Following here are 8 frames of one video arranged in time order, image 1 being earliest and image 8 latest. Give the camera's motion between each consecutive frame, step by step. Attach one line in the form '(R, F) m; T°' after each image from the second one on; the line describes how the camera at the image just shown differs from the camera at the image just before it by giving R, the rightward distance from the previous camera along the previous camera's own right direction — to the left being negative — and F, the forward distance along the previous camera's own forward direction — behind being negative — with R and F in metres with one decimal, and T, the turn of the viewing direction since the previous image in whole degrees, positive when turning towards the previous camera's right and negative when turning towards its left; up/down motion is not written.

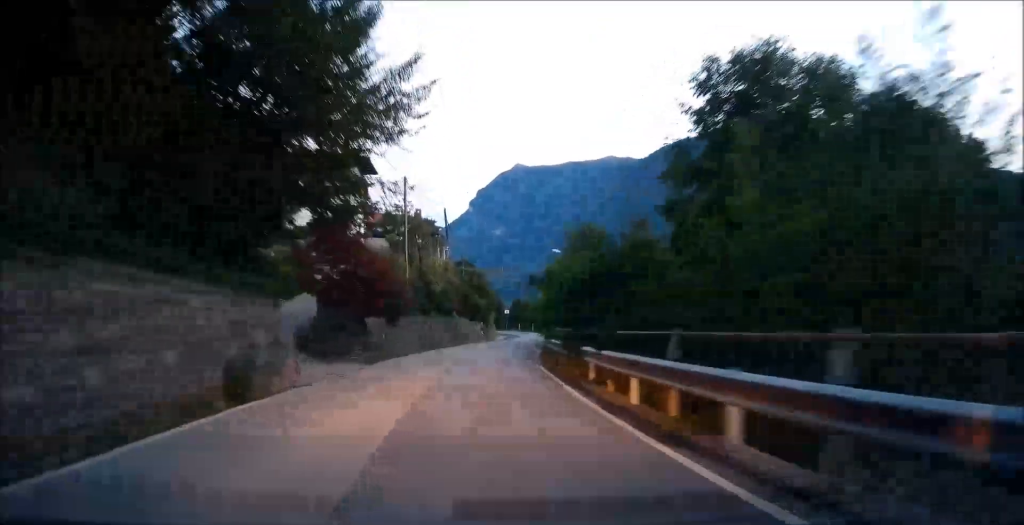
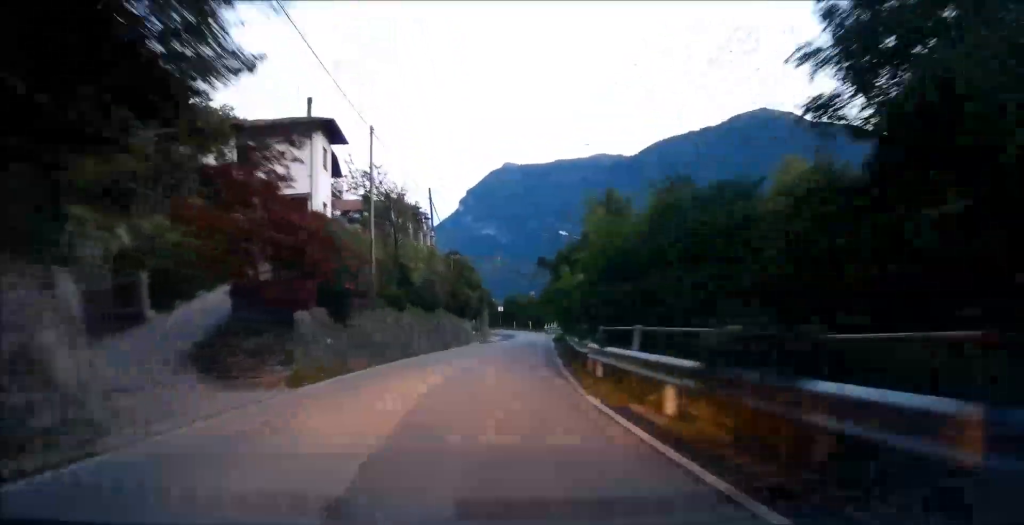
(-0.1, +9.8) m; +4°
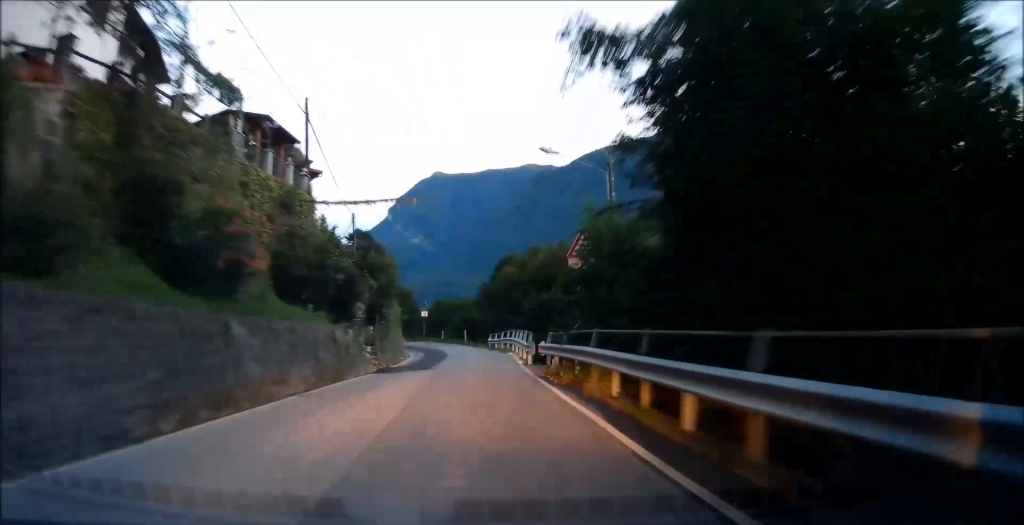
(+1.7, +23.8) m; +3°
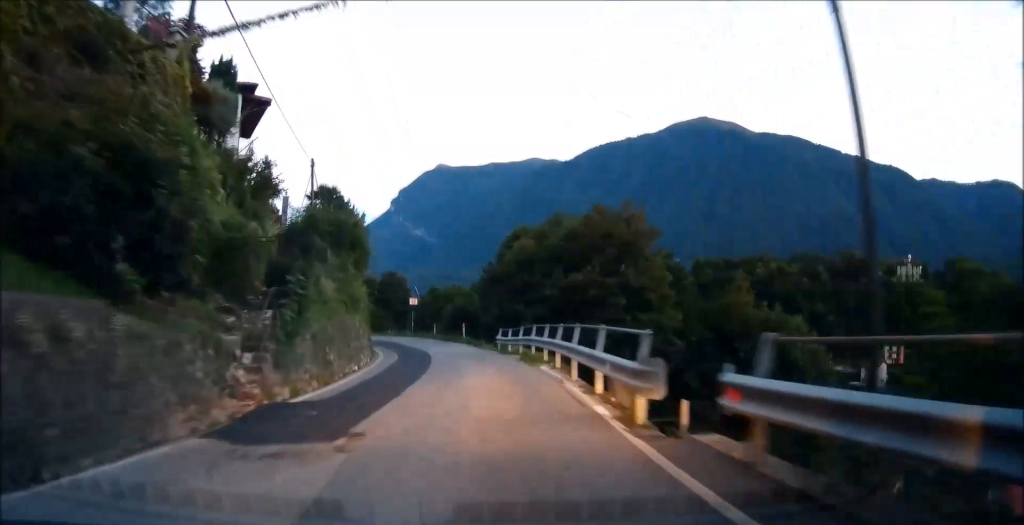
(-0.5, +16.1) m; 0°
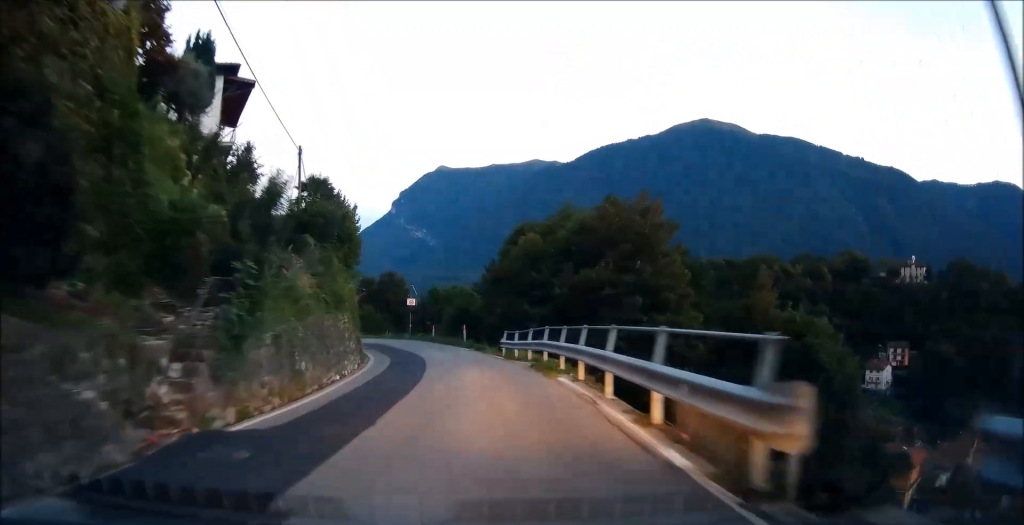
(+0.2, +3.8) m; +1°
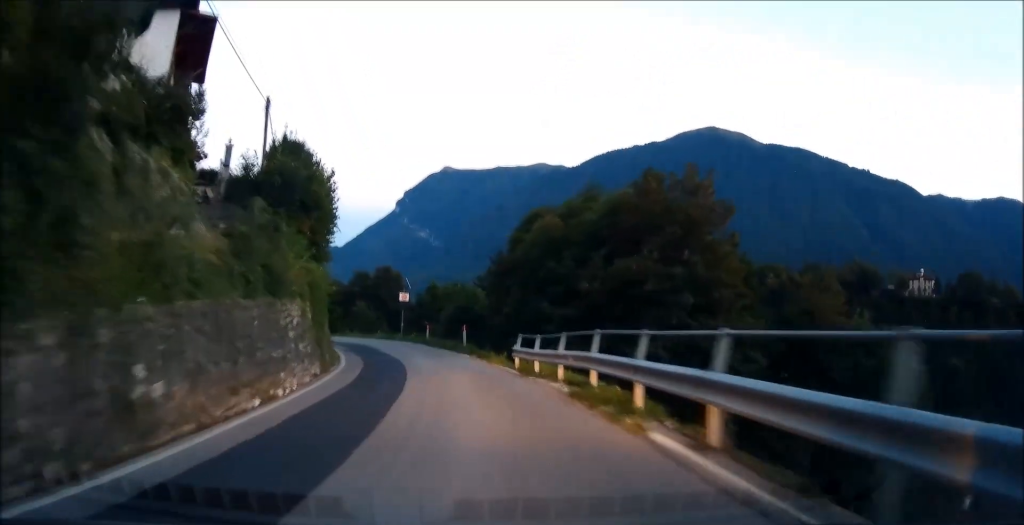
(+0.2, +8.1) m; -1°
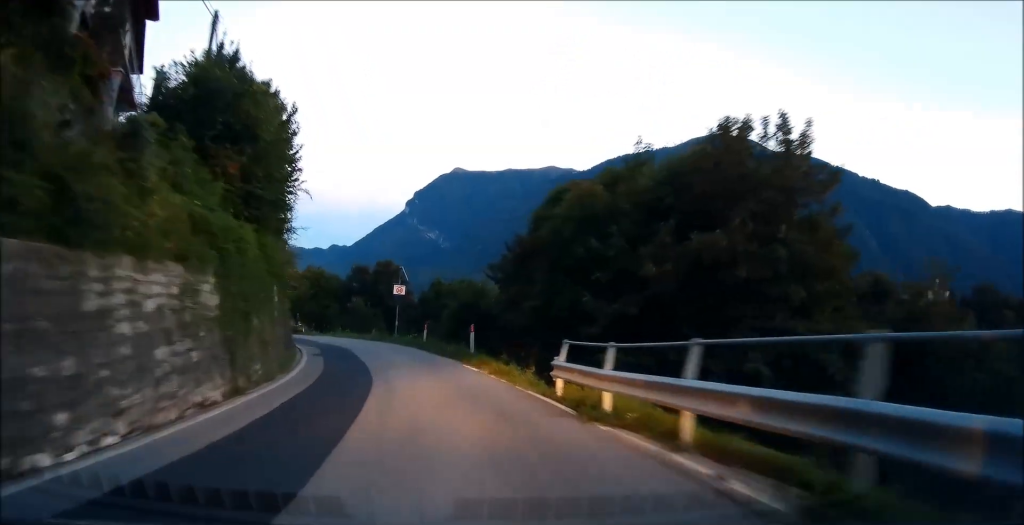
(-0.3, +8.3) m; -3°
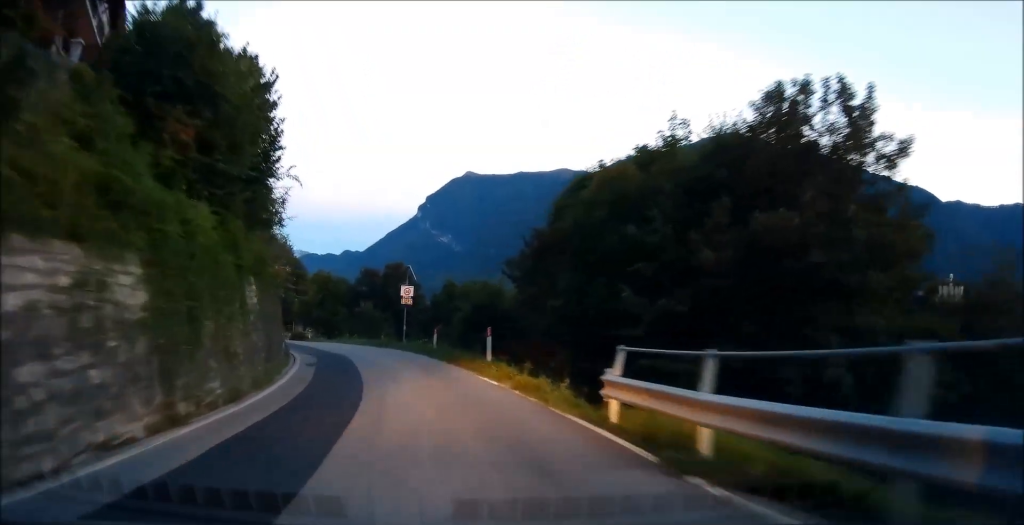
(-0.2, +3.3) m; -1°
